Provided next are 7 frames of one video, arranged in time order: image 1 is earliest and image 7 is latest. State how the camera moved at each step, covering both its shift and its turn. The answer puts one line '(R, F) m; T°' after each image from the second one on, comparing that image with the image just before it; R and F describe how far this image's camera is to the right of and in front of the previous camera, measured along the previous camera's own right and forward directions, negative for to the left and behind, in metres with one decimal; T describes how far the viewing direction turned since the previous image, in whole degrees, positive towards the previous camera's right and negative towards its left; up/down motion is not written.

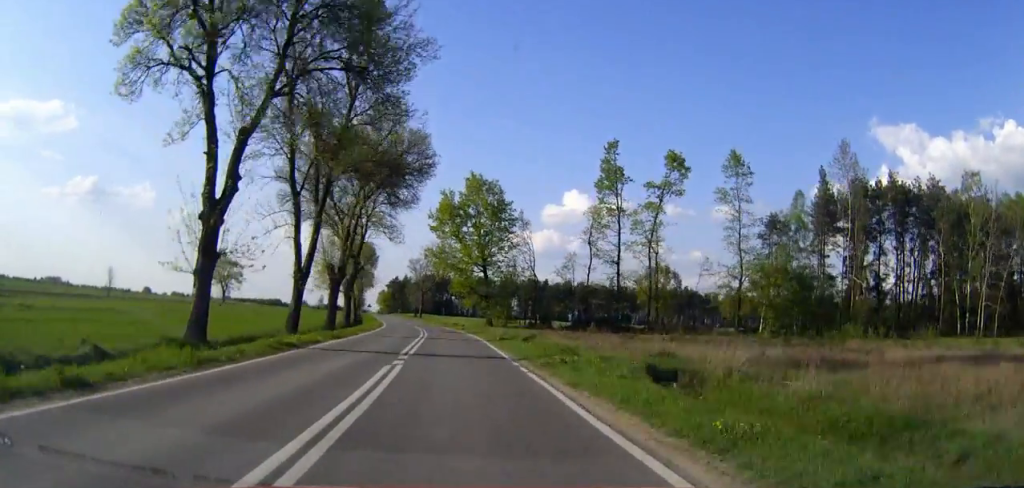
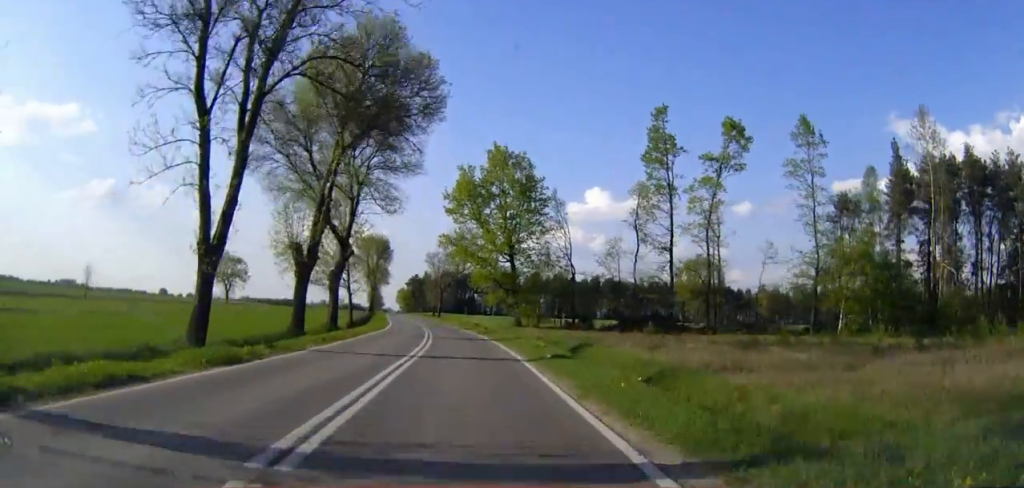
(-0.2, +15.3) m; -2°
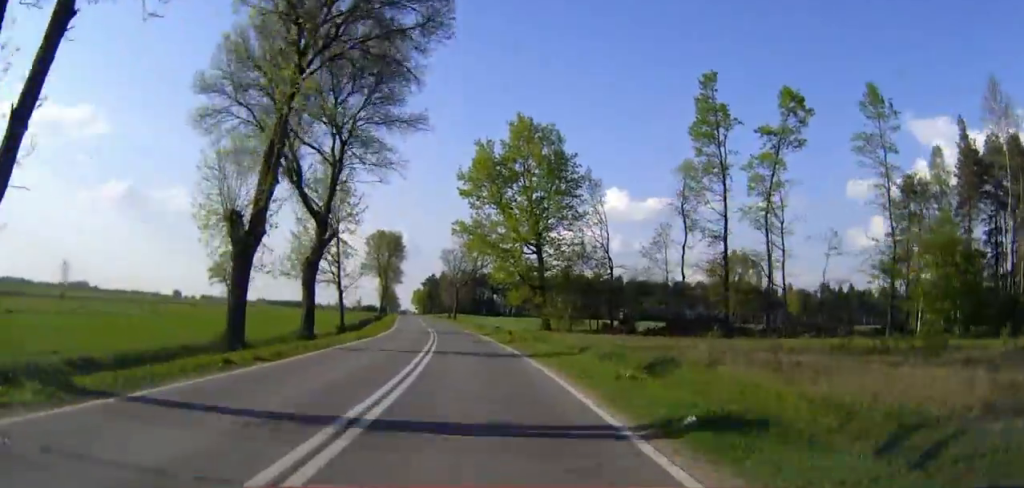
(-0.2, +12.0) m; -1°
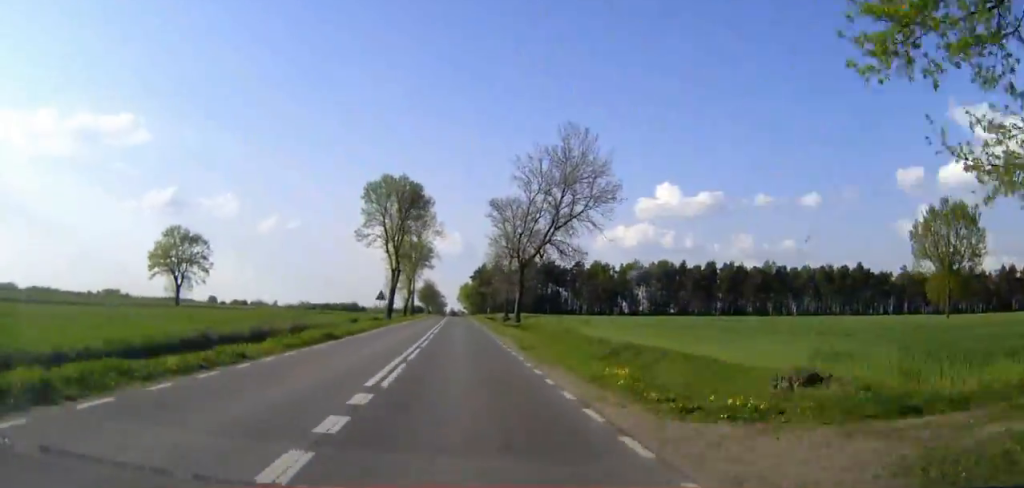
(-3.0, +60.3) m; -5°
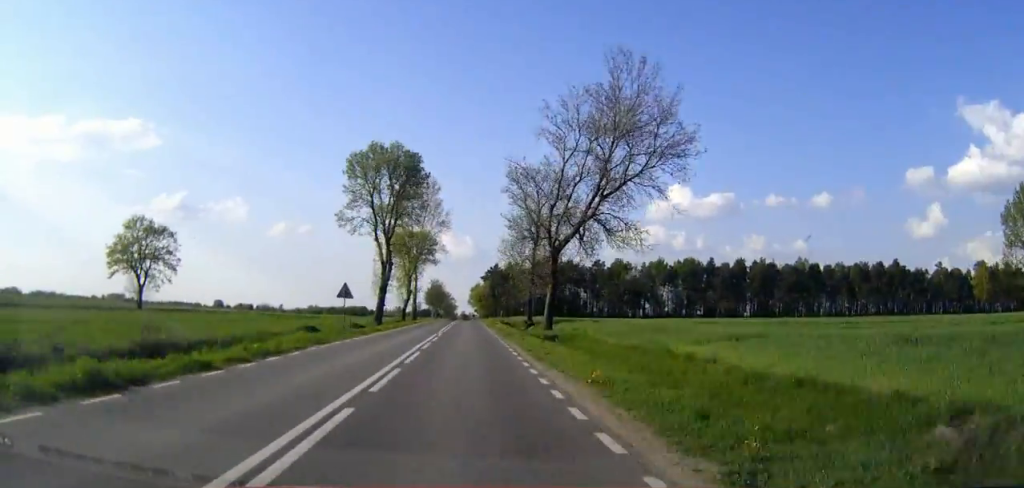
(-0.2, +18.7) m; -1°
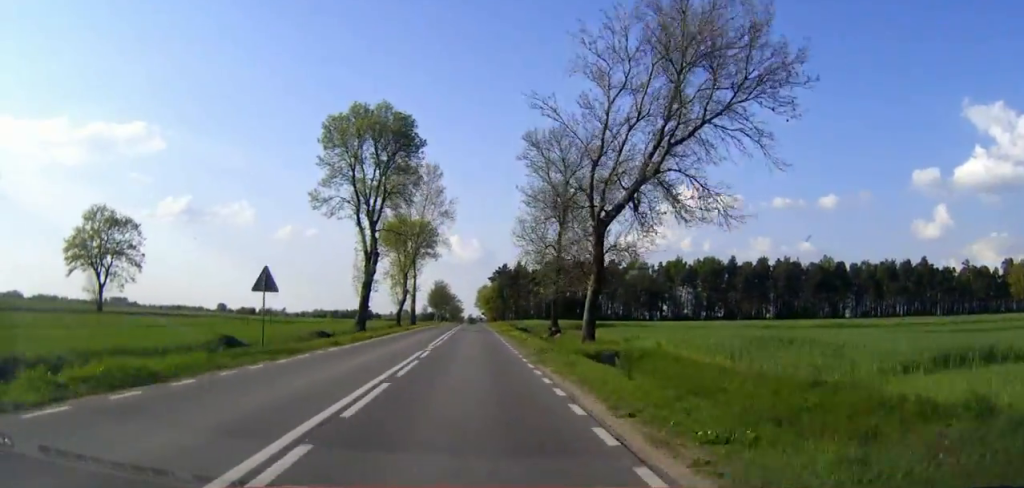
(-0.1, +14.4) m; -1°
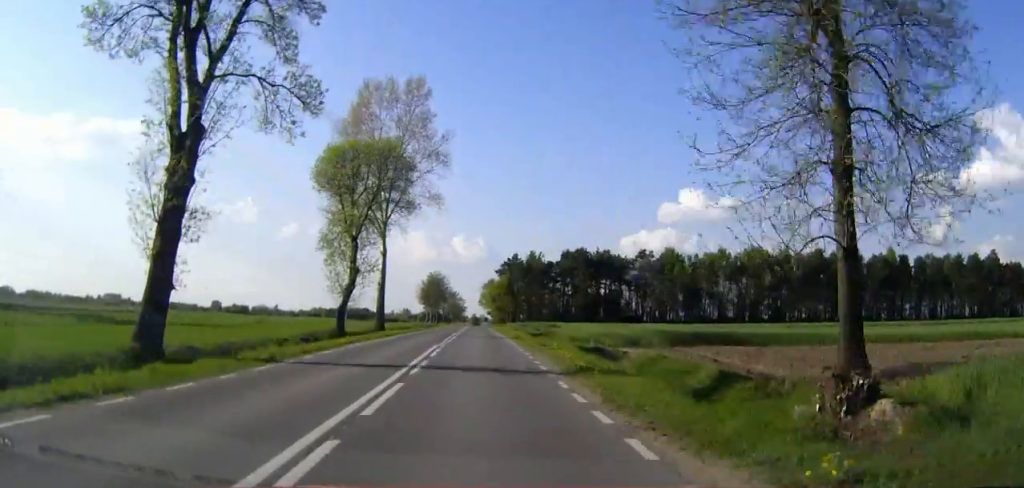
(-0.4, +37.0) m; -1°
